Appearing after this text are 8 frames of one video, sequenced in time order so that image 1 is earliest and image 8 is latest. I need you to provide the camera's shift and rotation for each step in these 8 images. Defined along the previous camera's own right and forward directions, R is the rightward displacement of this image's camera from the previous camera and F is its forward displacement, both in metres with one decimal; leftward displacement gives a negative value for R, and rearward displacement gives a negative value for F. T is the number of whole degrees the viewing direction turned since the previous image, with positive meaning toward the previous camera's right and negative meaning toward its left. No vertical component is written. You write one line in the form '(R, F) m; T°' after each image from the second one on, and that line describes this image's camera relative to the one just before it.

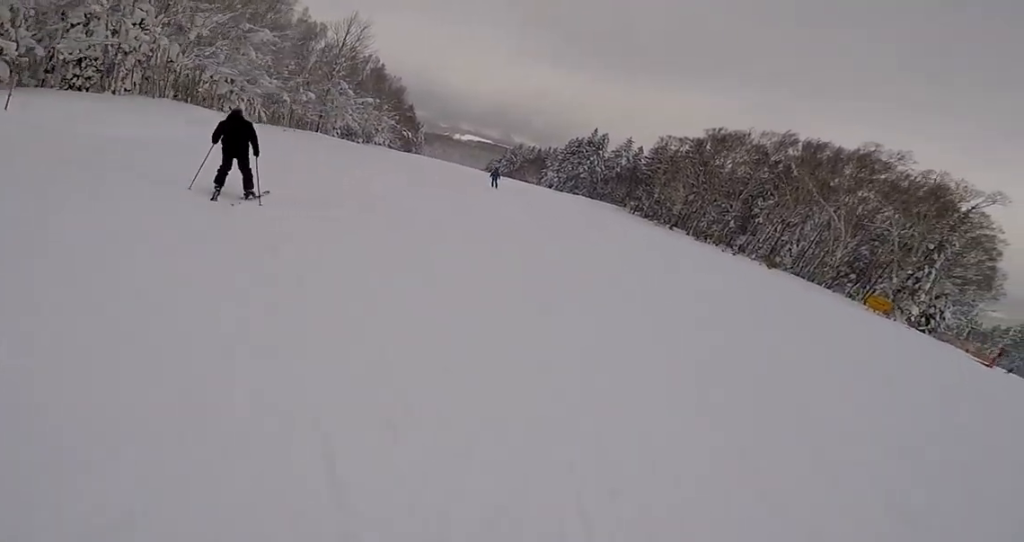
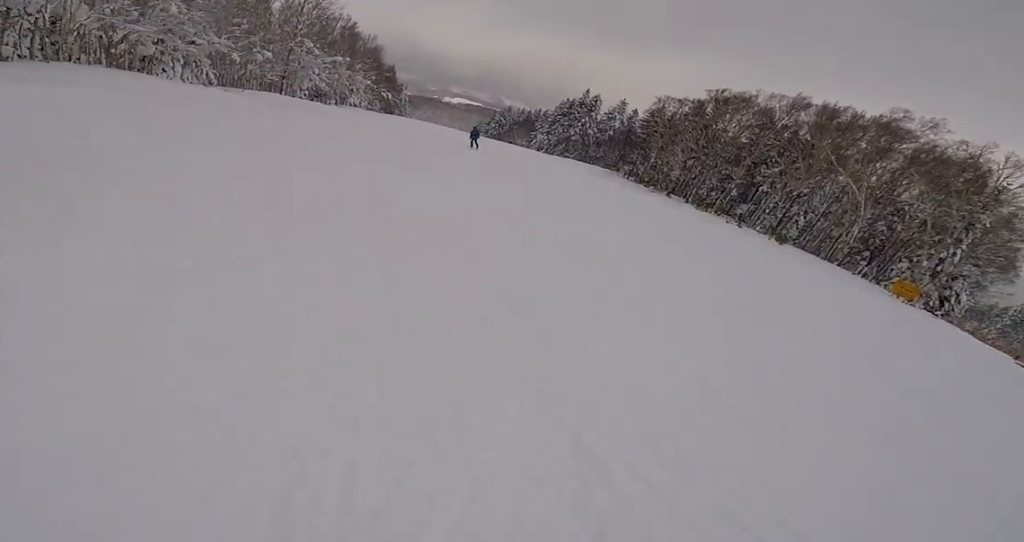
(0.0, +4.5) m; -8°
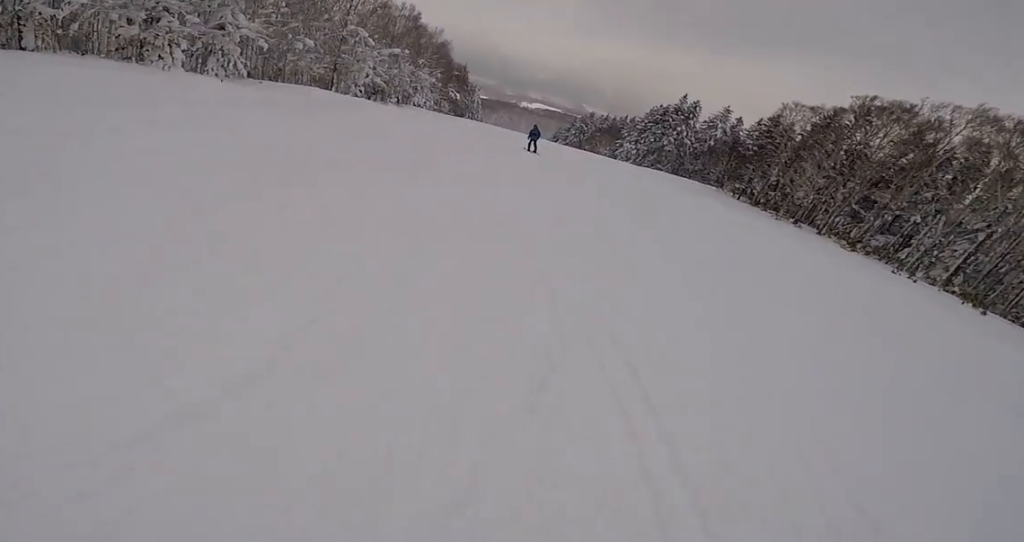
(-1.8, +9.6) m; -14°
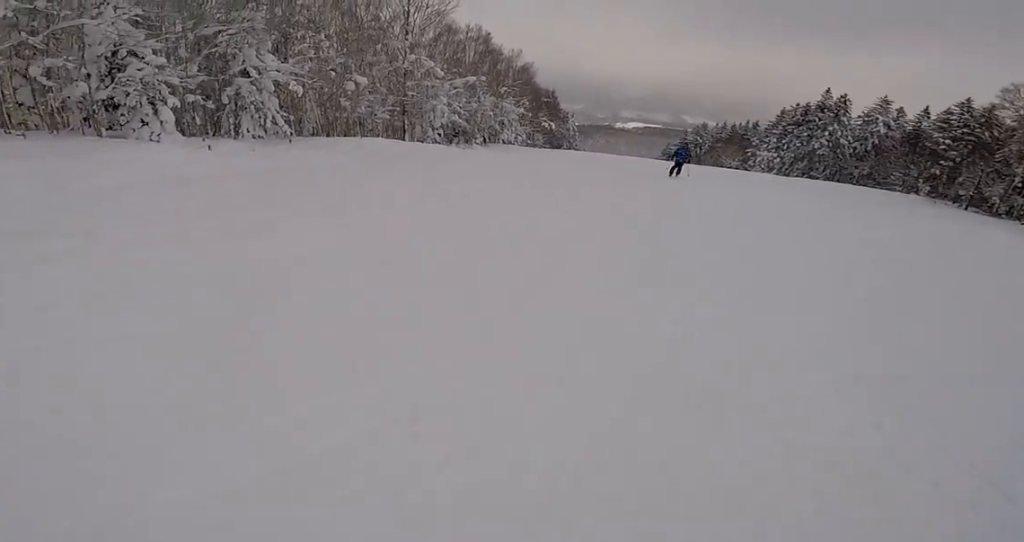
(-0.9, +11.6) m; -9°
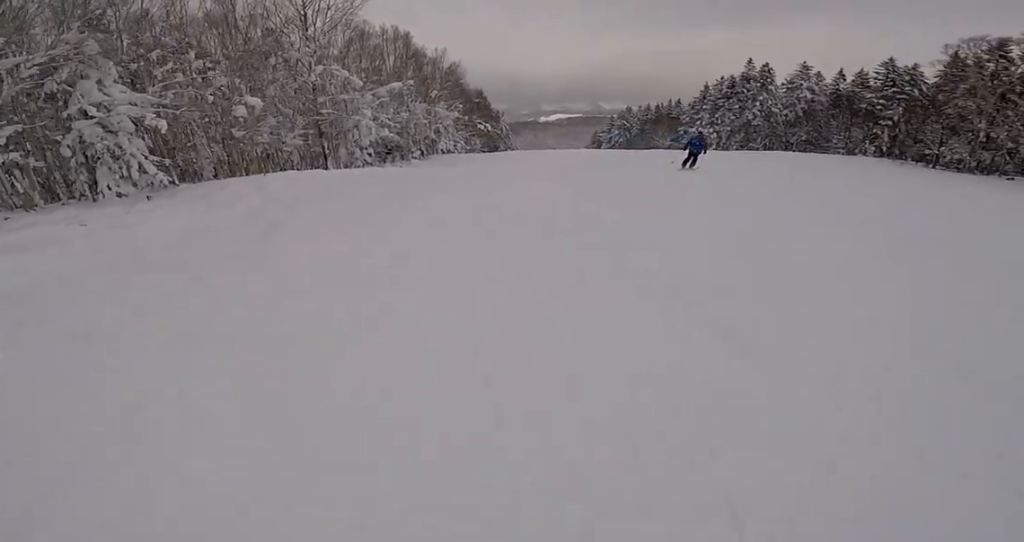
(-0.4, +6.6) m; +3°
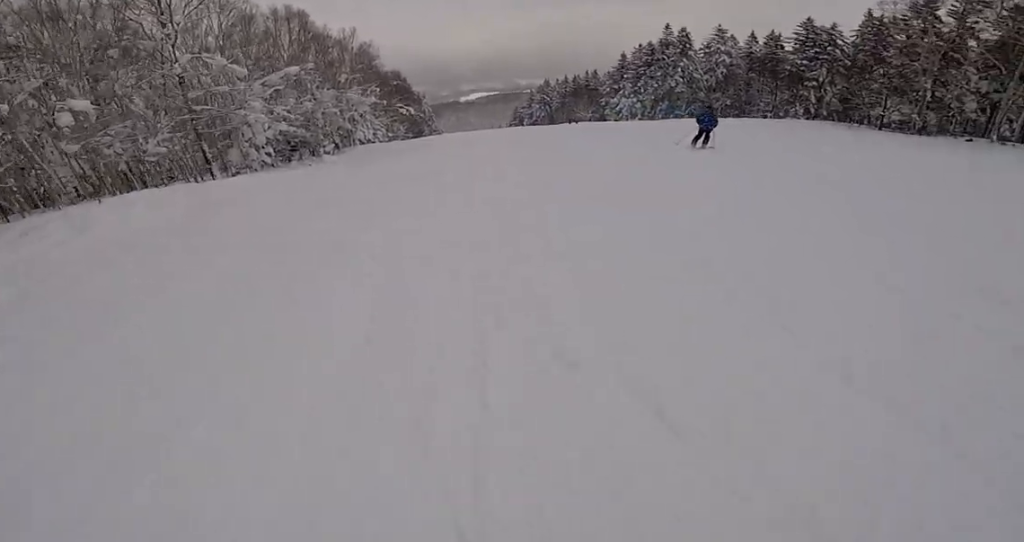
(-0.5, +6.1) m; +6°
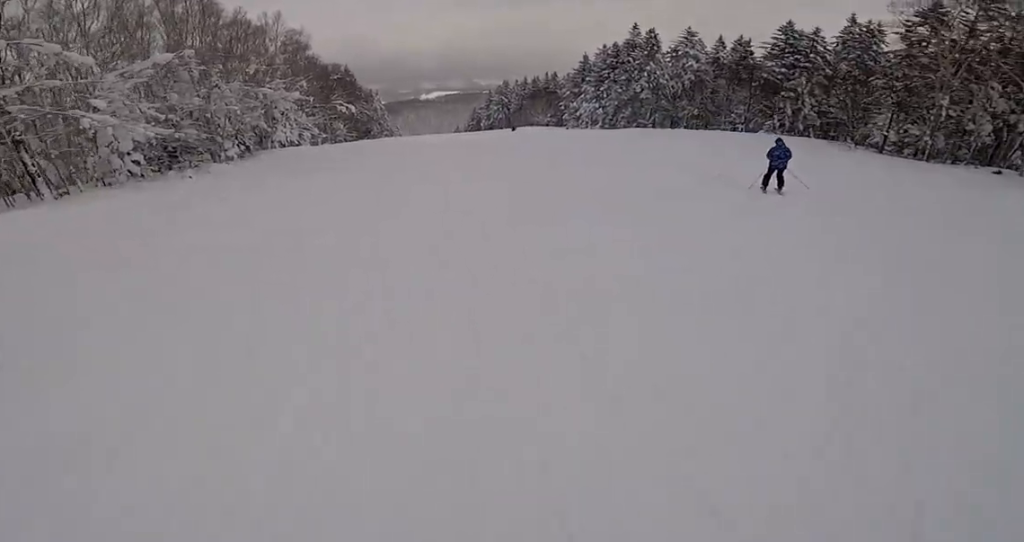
(+1.9, +8.2) m; +9°
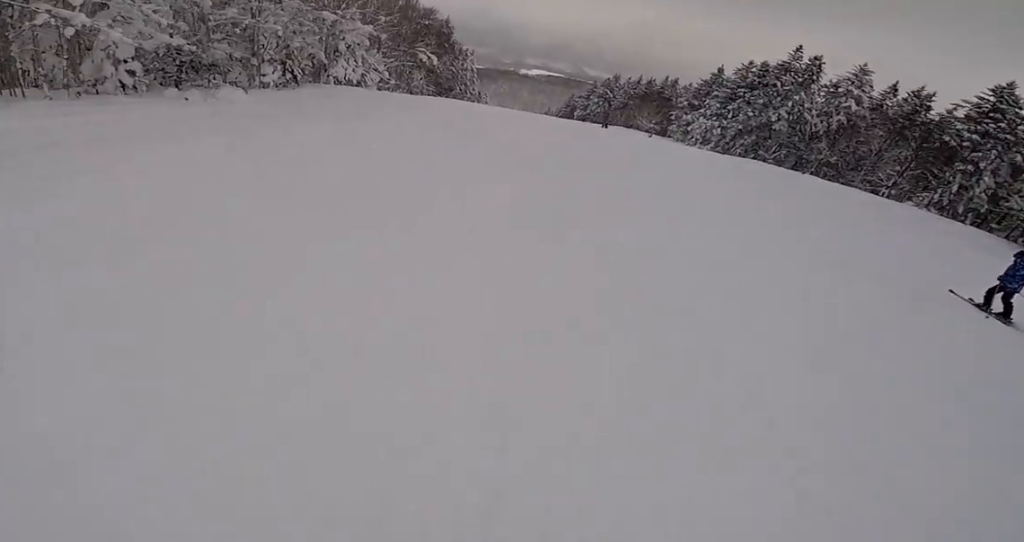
(-0.3, +7.5) m; -7°
